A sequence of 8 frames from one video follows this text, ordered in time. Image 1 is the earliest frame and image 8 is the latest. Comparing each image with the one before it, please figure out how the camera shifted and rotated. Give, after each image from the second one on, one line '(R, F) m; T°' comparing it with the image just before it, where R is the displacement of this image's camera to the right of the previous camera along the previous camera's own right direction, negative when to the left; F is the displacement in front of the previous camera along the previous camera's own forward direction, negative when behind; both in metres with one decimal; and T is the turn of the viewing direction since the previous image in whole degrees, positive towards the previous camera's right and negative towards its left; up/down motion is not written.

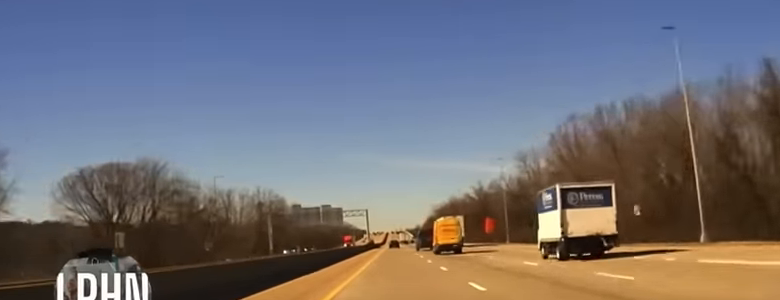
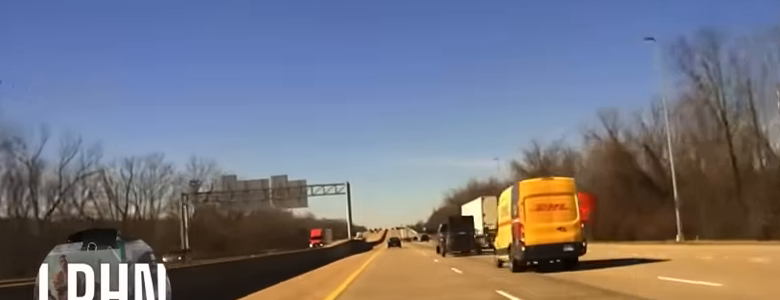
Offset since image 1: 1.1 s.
(0.0, +67.2) m; 0°
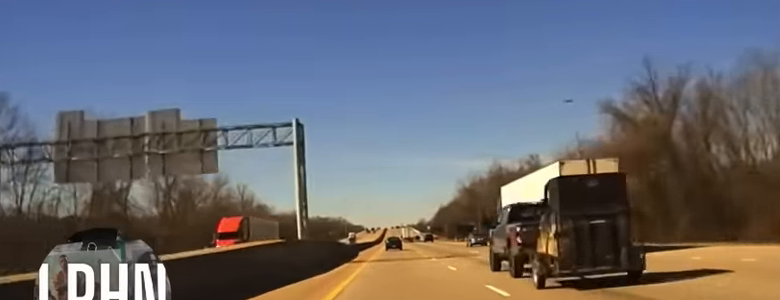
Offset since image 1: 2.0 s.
(+0.2, +48.2) m; 0°
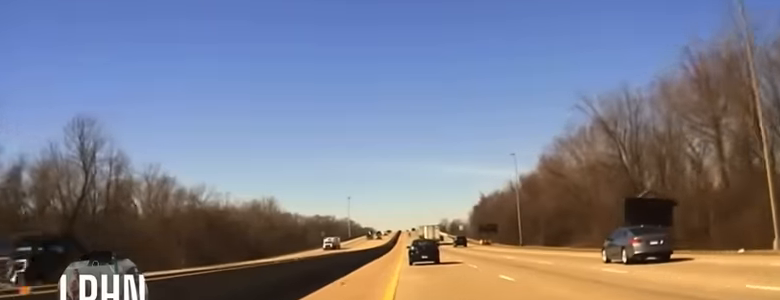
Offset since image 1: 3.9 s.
(-1.2, +103.1) m; -1°
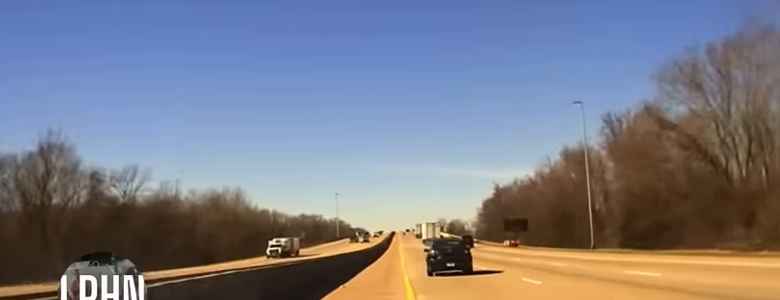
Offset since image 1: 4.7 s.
(-0.2, +37.7) m; 0°
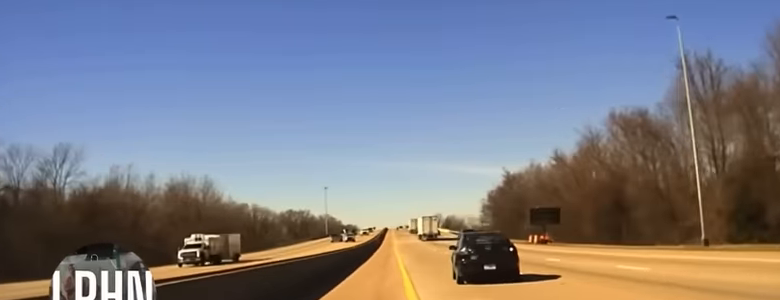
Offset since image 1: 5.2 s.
(+0.2, +23.9) m; +1°
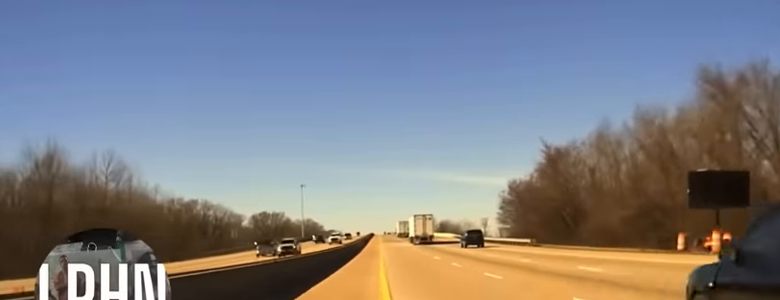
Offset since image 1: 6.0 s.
(+0.4, +44.6) m; +1°
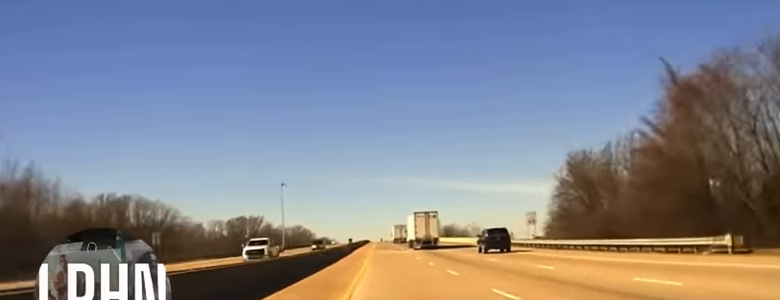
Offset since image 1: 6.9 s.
(+0.4, +45.5) m; +1°
